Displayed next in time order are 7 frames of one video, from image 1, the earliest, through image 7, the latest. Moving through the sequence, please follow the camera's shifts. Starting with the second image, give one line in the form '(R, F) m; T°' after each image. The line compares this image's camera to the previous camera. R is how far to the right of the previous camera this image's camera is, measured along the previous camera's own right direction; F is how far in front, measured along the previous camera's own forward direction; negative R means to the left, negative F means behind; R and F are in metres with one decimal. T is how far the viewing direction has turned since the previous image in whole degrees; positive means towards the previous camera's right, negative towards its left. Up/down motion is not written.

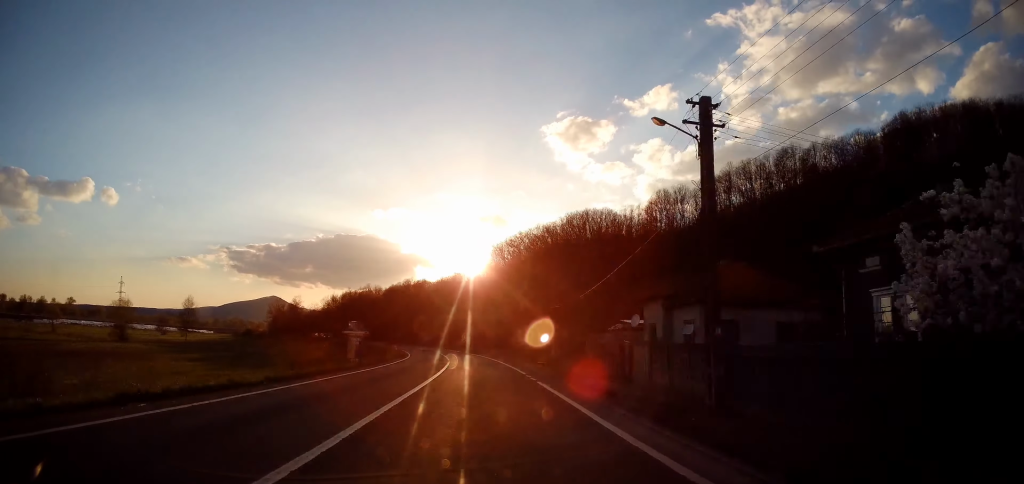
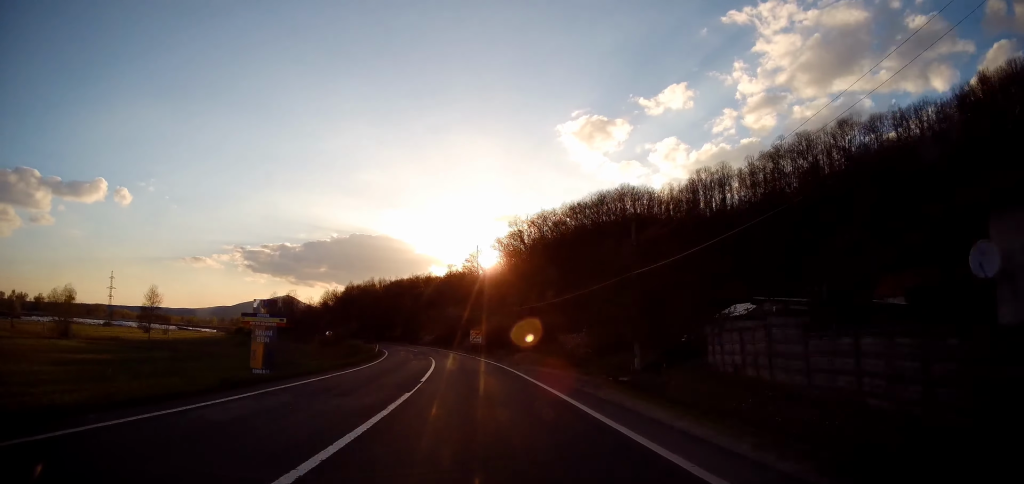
(-0.2, +25.5) m; -1°
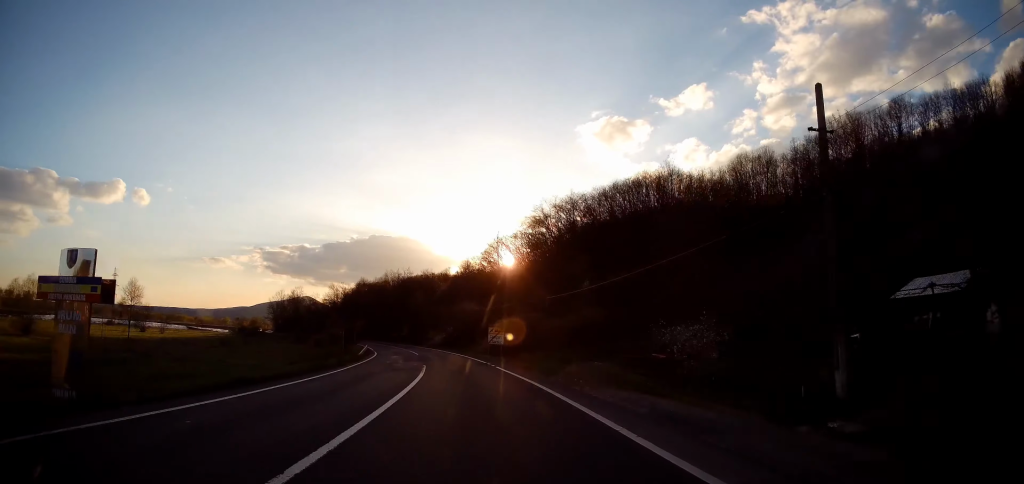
(-0.1, +16.1) m; 0°
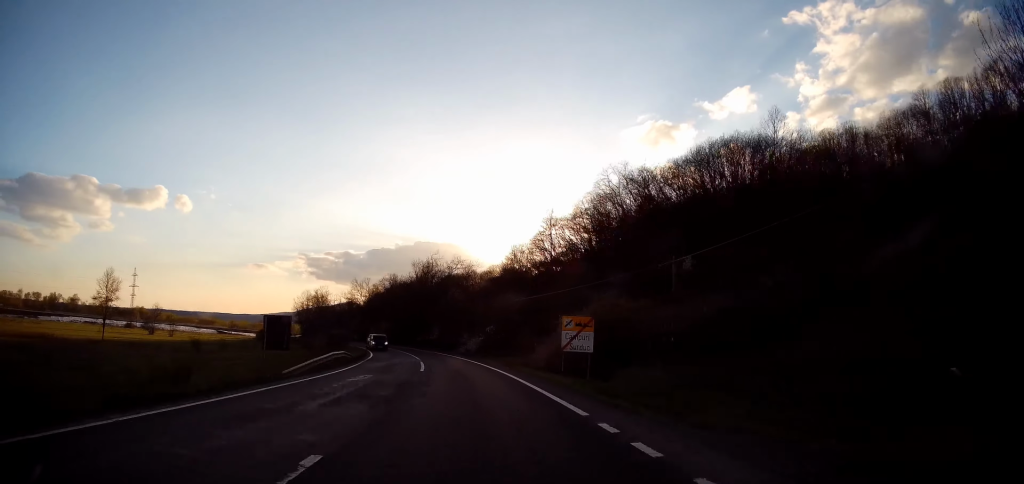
(0.0, +22.9) m; -4°
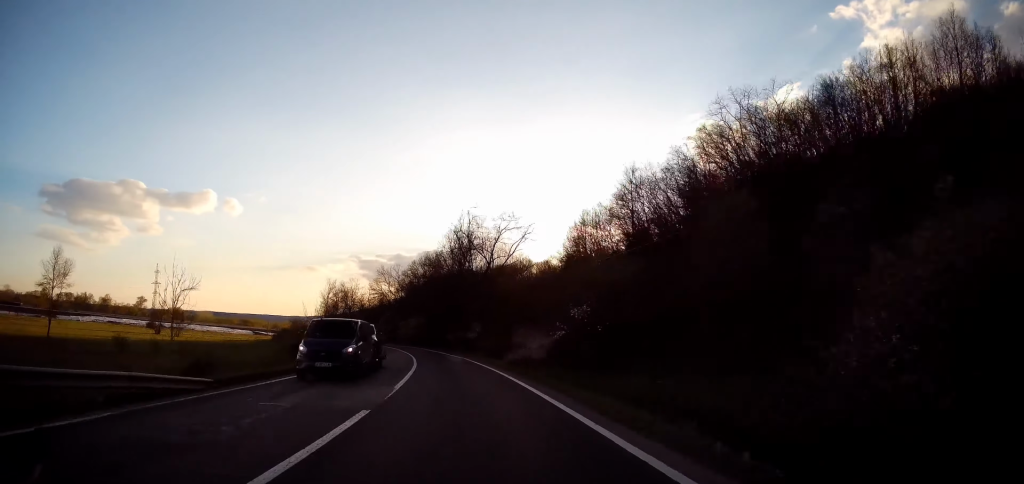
(-1.7, +26.0) m; -6°
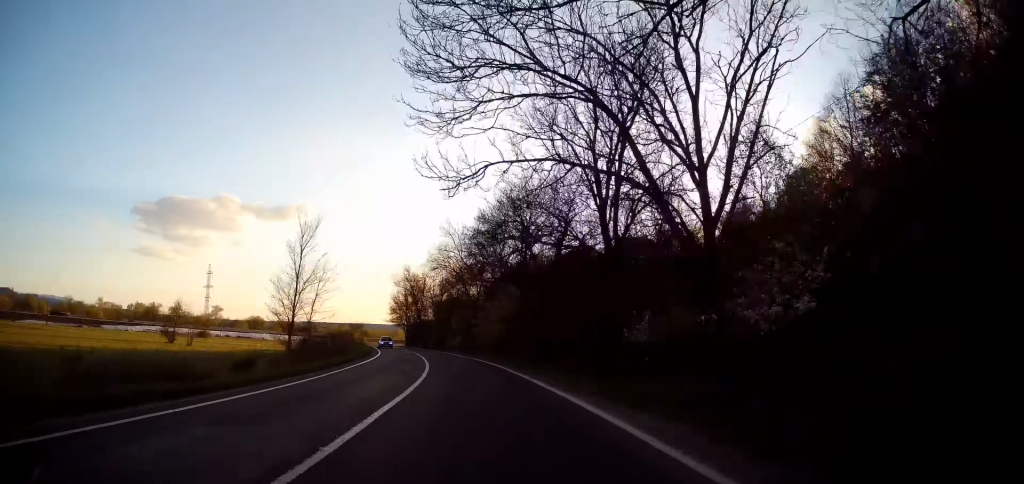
(-4.1, +44.5) m; -11°
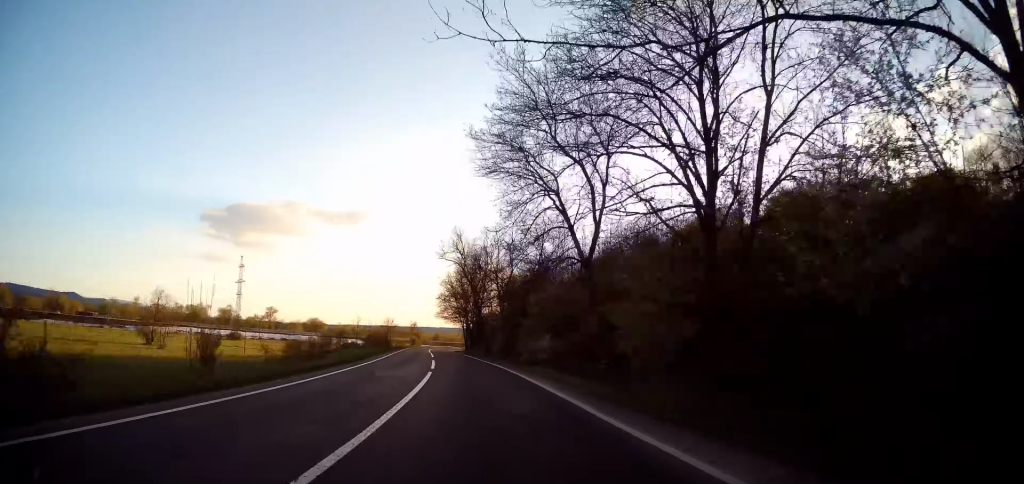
(-2.3, +36.9) m; -7°
